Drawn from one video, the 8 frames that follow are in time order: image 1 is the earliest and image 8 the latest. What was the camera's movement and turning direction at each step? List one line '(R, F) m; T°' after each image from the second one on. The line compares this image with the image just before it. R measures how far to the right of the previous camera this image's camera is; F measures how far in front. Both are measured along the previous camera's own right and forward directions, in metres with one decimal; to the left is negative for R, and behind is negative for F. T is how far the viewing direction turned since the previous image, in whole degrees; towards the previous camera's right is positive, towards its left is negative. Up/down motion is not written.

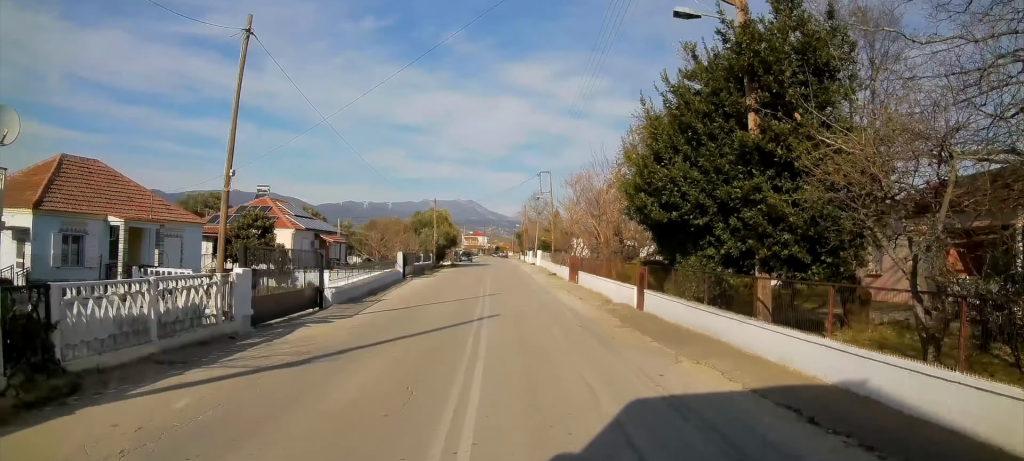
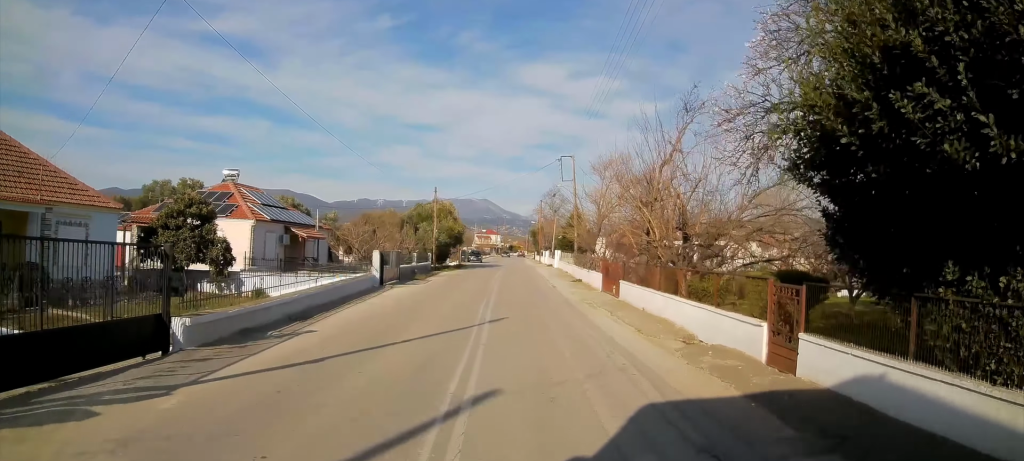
(+0.1, +8.5) m; 0°
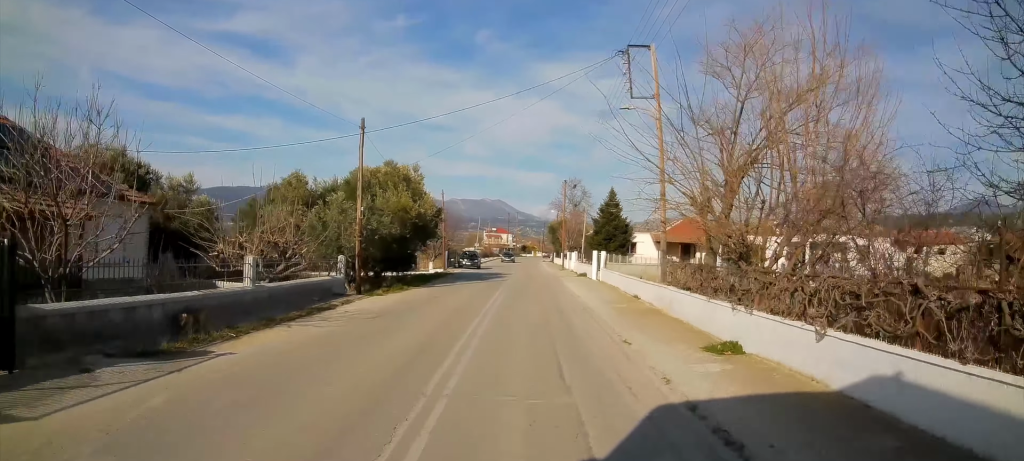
(-0.3, +22.9) m; -3°
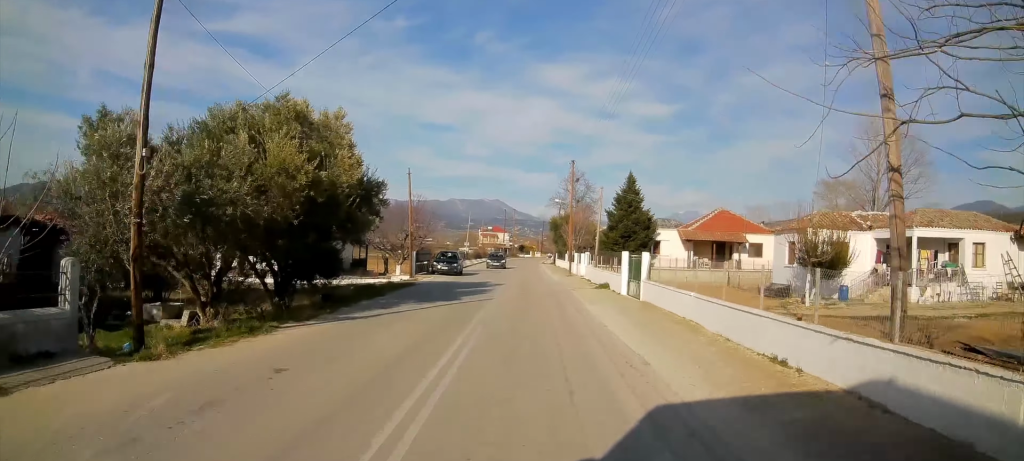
(-0.3, +12.4) m; -1°
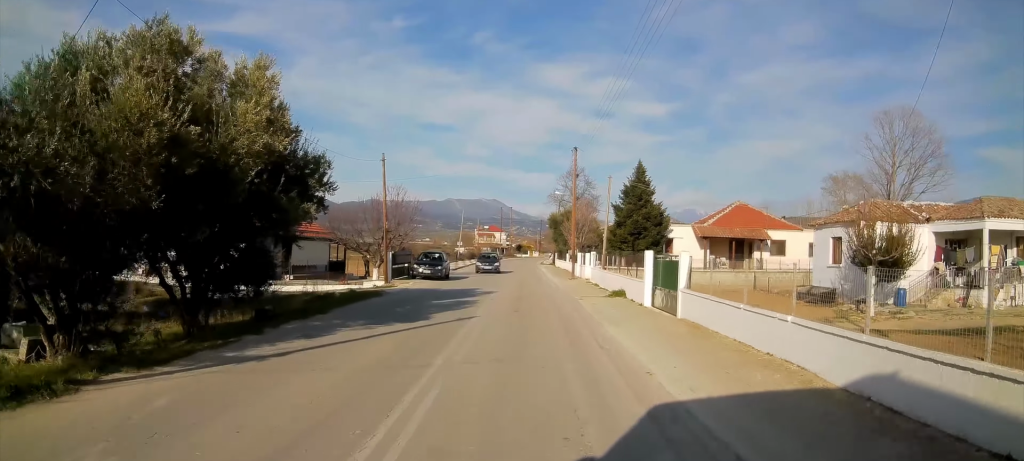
(0.0, +5.4) m; 0°
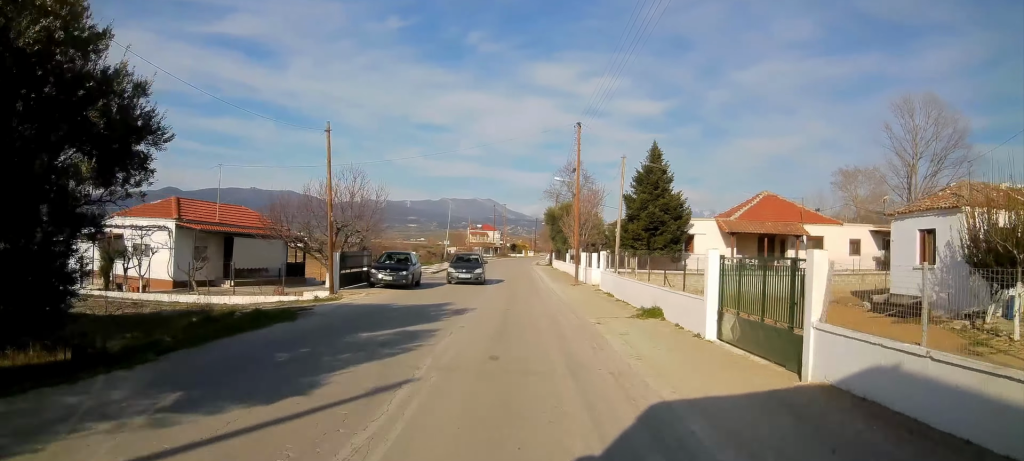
(0.0, +7.4) m; 0°
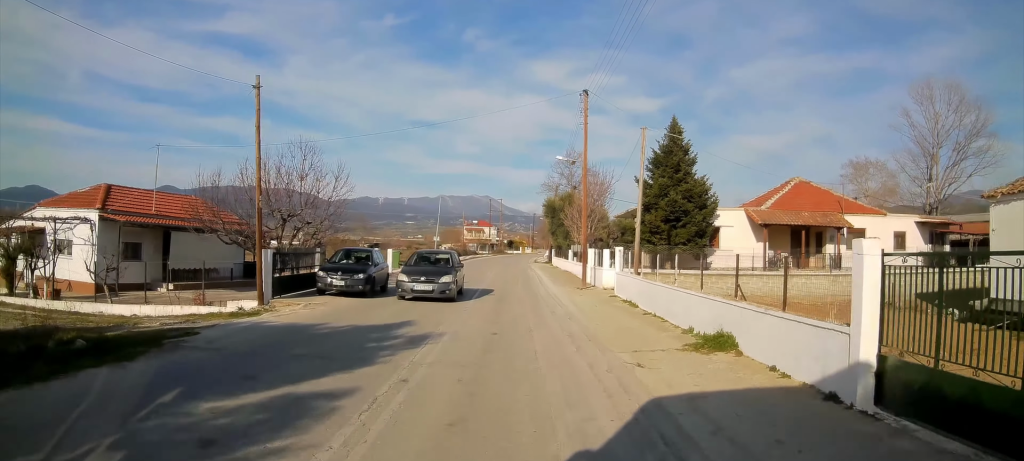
(0.0, +5.9) m; 0°
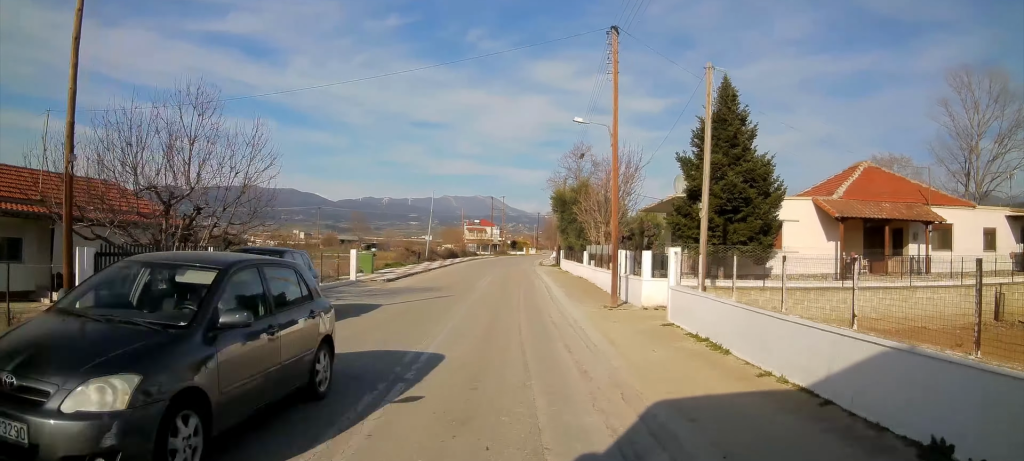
(0.0, +7.8) m; +1°
